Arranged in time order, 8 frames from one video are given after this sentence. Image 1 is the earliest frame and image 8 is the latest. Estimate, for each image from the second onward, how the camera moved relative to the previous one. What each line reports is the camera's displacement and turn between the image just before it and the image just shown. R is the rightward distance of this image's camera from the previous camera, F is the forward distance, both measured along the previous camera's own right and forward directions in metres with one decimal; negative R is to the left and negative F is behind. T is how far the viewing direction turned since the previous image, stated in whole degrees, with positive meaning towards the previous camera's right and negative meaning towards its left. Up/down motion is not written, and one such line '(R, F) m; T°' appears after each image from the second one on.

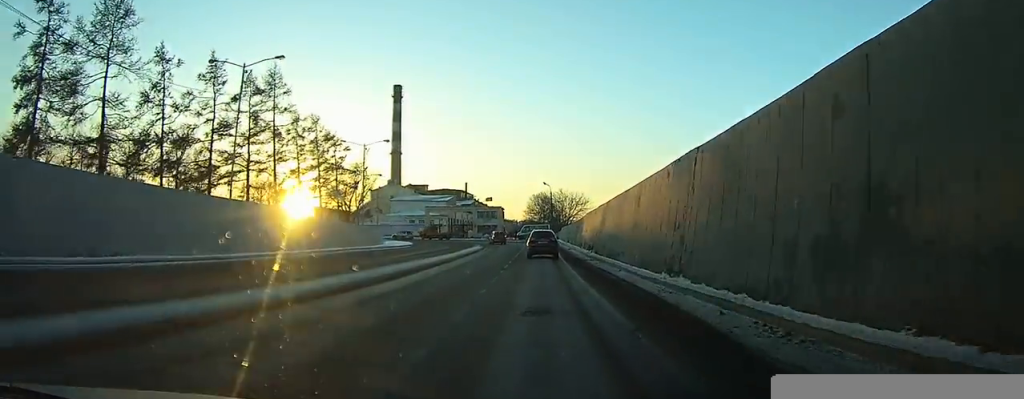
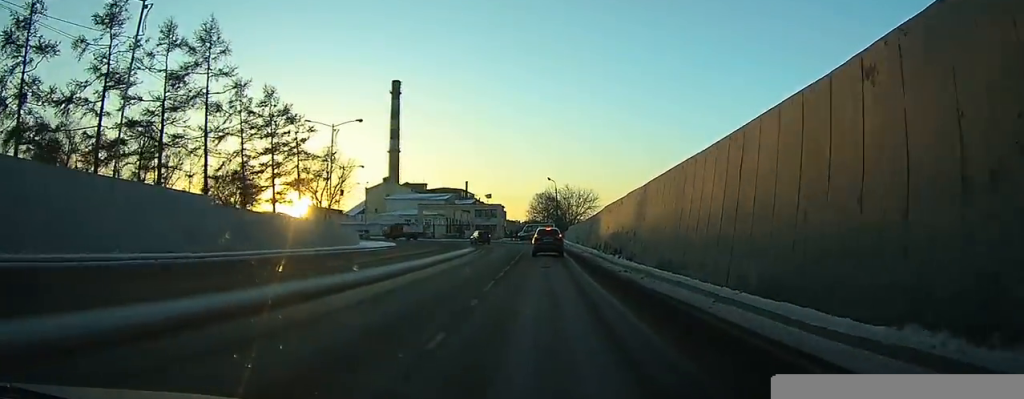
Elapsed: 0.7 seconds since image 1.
(0.0, +11.2) m; 0°
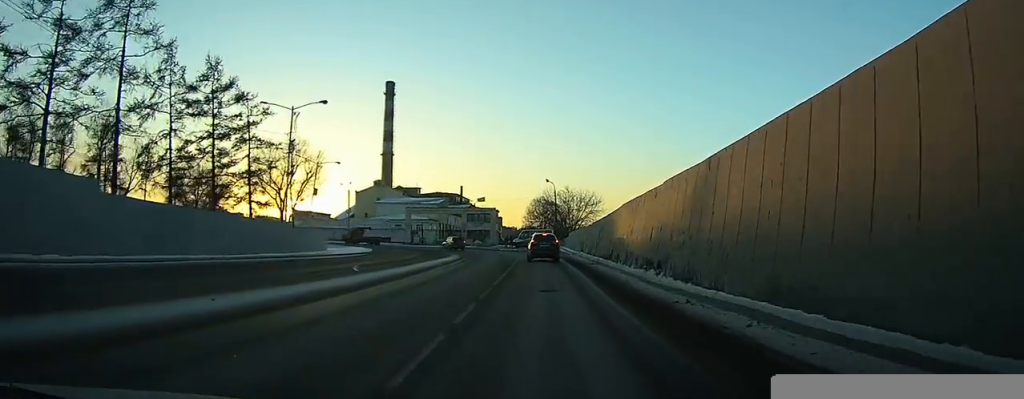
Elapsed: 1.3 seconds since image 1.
(0.0, +9.0) m; 0°
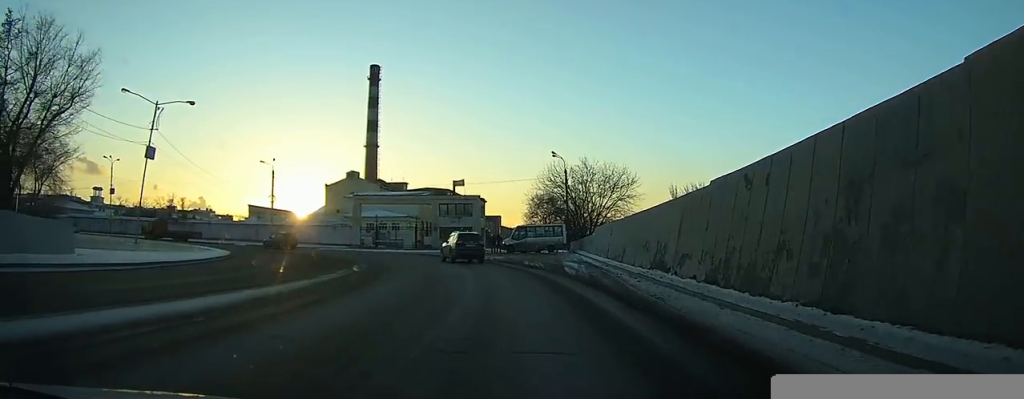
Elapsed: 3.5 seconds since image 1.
(0.0, +33.6) m; -1°
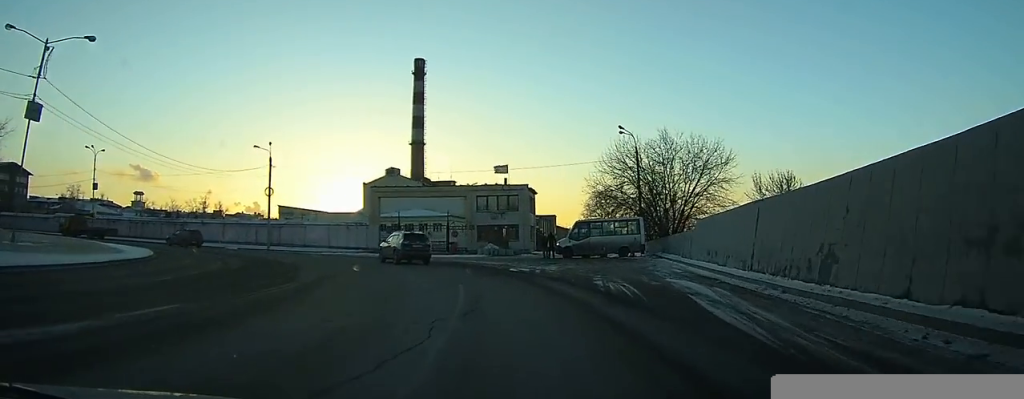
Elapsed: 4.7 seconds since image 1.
(-0.2, +17.0) m; -1°
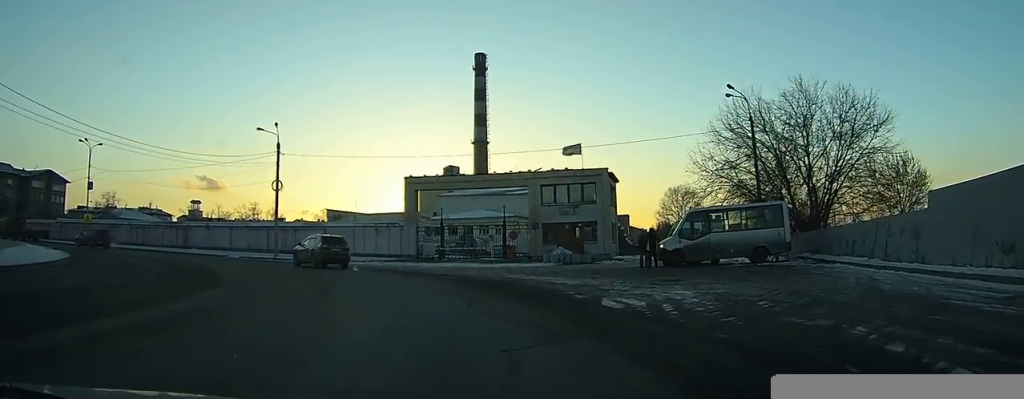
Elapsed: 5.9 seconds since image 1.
(-0.3, +15.3) m; -4°
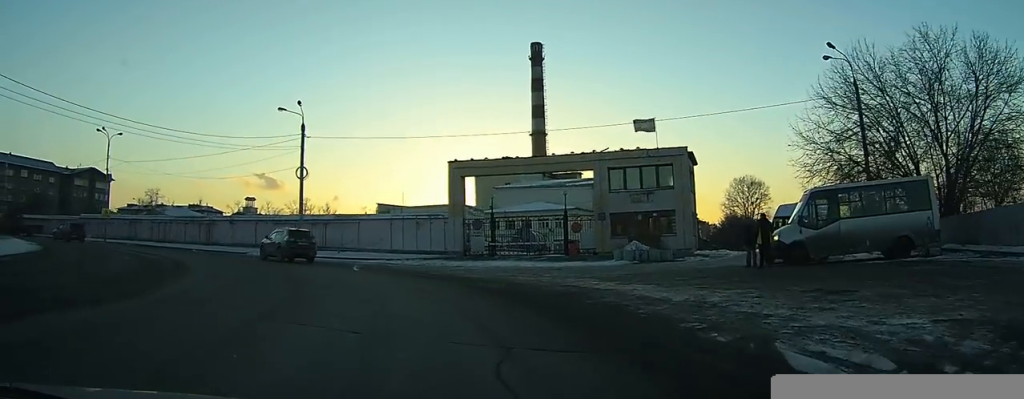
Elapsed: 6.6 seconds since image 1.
(-0.2, +7.5) m; -4°
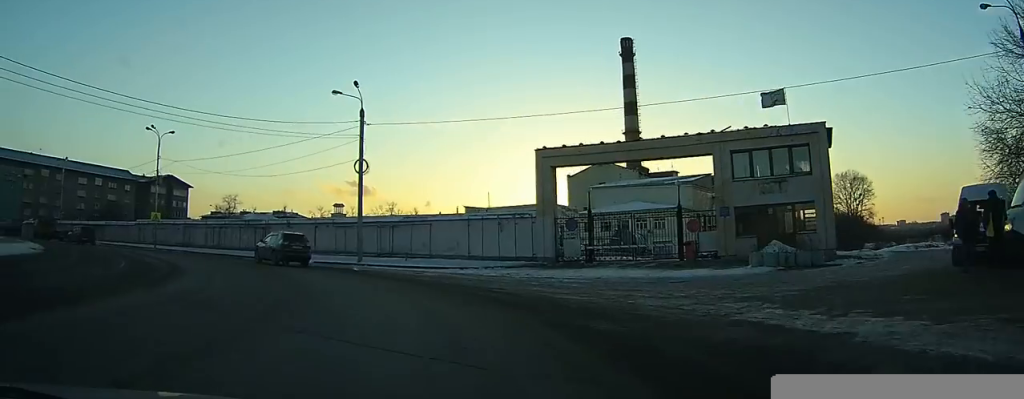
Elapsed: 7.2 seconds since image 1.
(-0.3, +7.6) m; -5°
